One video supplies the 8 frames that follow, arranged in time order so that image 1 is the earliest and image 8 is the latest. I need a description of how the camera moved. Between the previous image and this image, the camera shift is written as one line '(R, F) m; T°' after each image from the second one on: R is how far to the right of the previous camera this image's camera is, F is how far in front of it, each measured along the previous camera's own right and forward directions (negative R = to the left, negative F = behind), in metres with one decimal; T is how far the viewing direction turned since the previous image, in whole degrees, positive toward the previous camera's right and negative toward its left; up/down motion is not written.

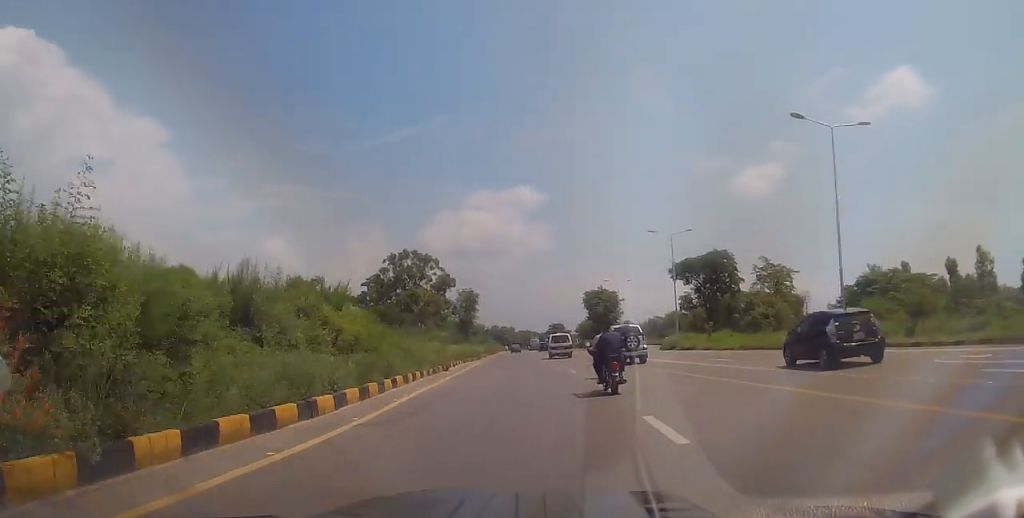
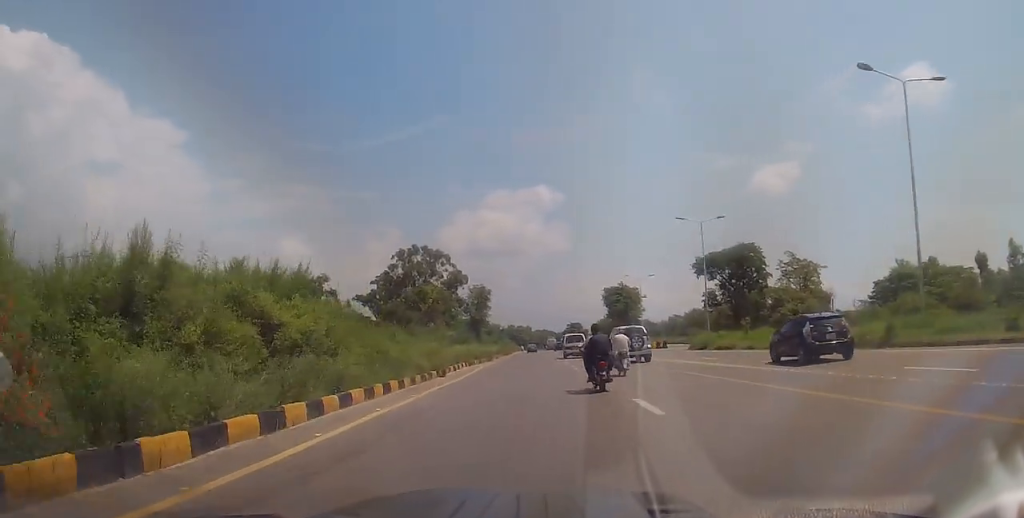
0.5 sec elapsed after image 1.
(-0.4, +5.5) m; -2°
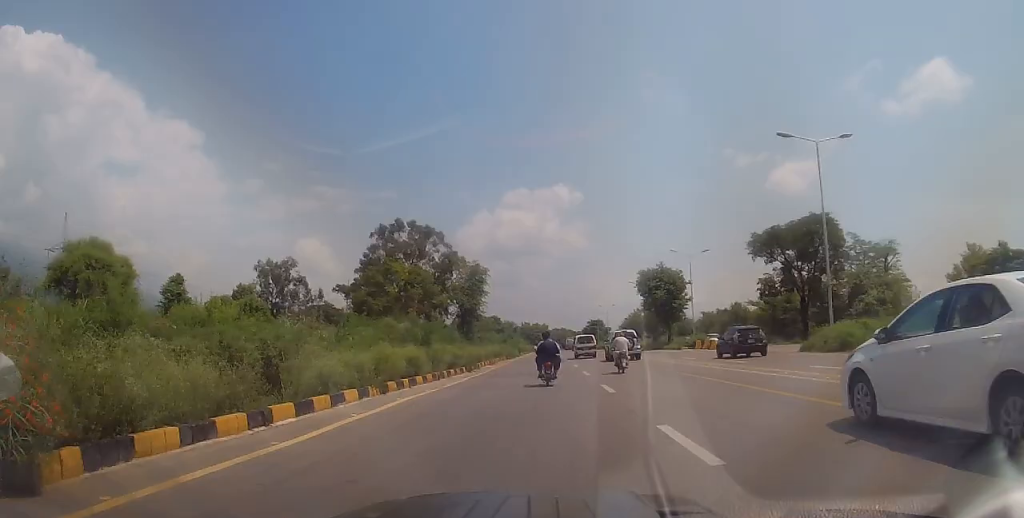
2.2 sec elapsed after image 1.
(-0.5, +21.3) m; 0°
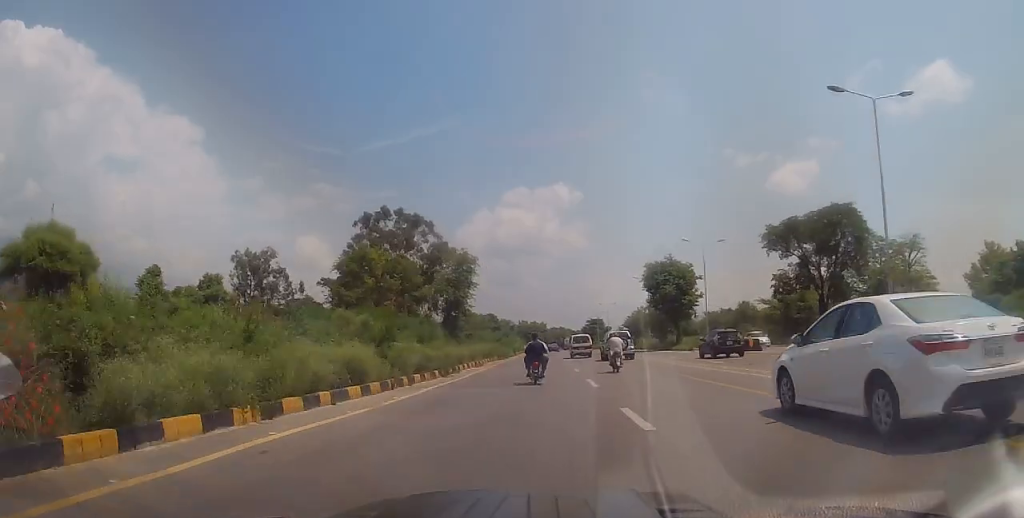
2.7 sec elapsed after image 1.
(+0.1, +6.5) m; +1°
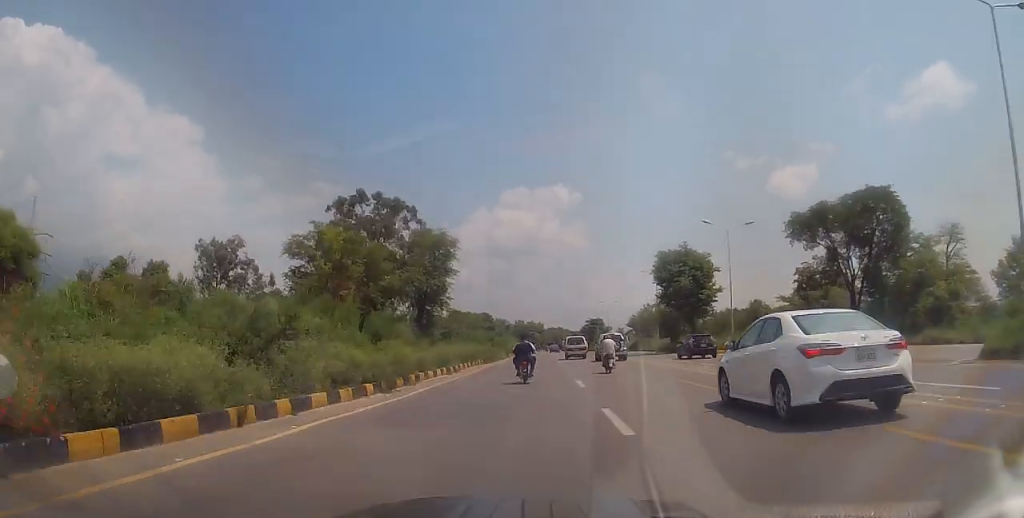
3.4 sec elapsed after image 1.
(0.0, +8.7) m; -1°
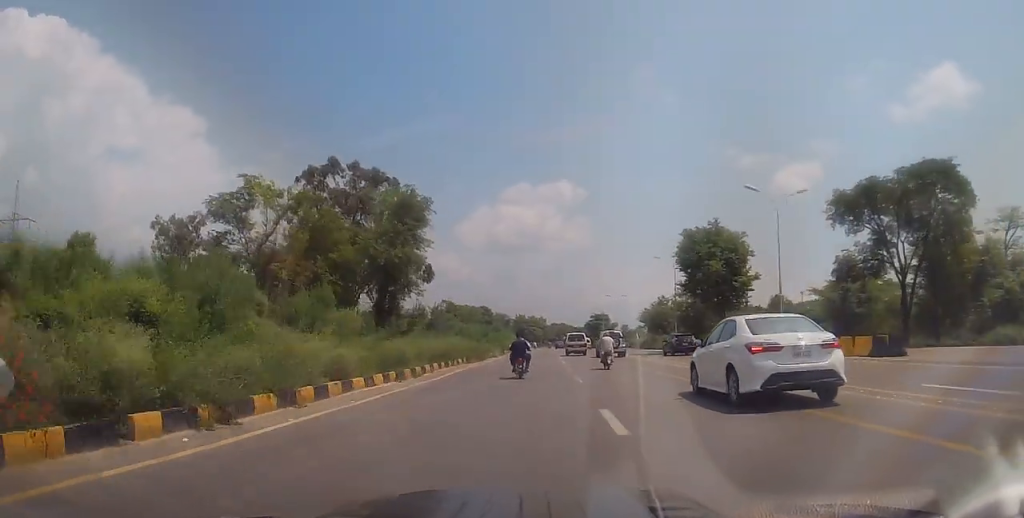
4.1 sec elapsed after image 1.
(-0.1, +9.8) m; -1°
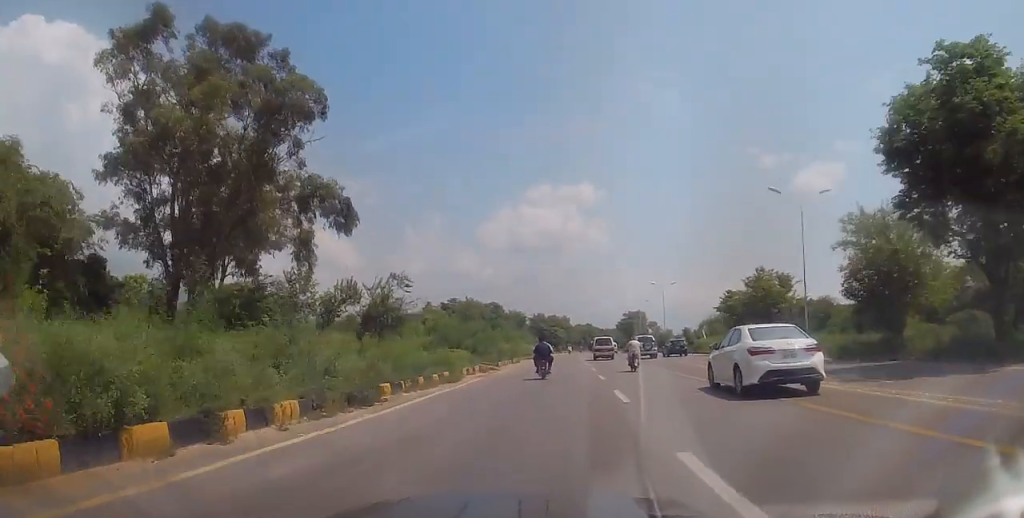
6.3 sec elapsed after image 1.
(-0.2, +30.3) m; -1°
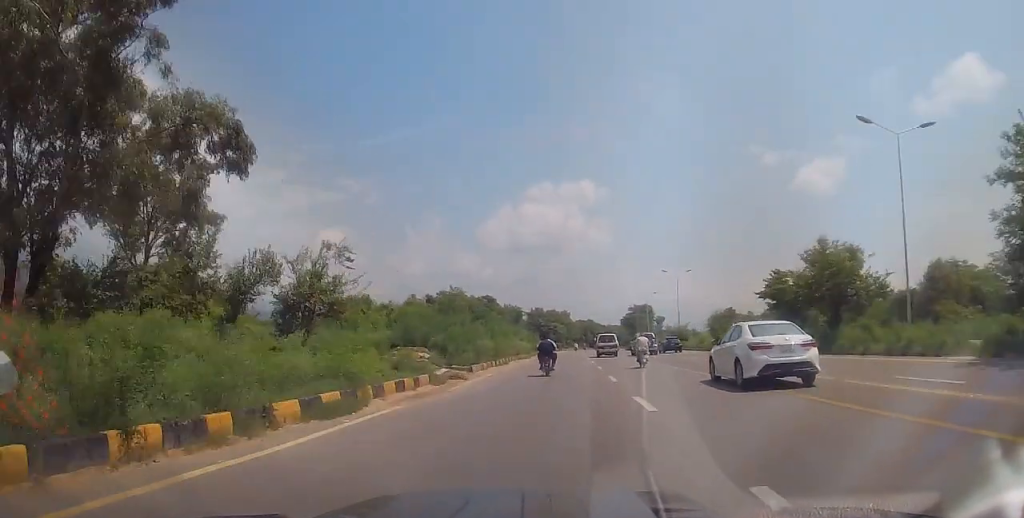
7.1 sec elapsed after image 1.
(-0.1, +11.5) m; -2°
